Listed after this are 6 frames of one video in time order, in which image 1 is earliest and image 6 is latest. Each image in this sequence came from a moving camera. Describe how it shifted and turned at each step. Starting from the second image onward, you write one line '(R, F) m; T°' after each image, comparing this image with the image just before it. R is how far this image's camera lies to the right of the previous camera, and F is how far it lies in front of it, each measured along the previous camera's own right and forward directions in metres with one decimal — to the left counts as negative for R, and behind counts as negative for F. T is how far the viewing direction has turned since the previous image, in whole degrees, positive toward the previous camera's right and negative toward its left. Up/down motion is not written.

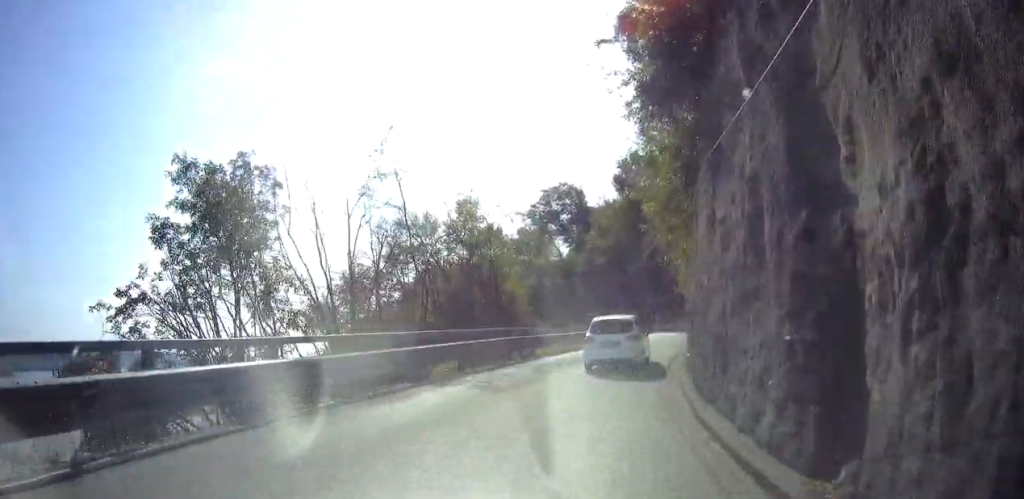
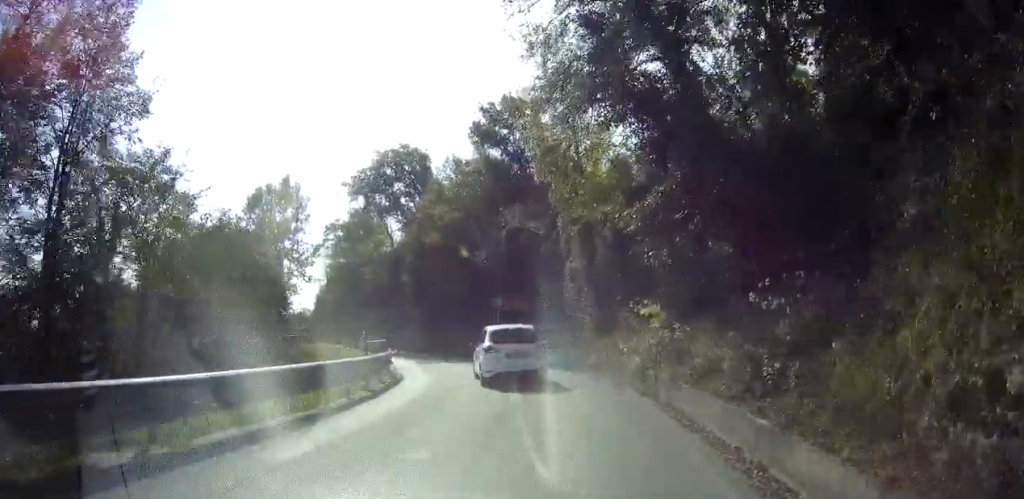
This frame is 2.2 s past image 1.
(+0.7, +19.8) m; +9°
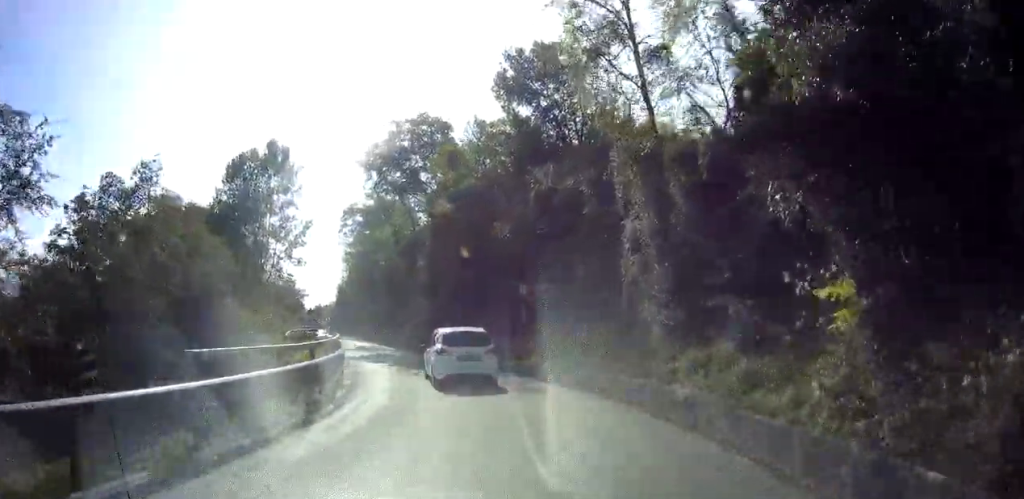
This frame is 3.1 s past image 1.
(+0.9, +8.5) m; +4°
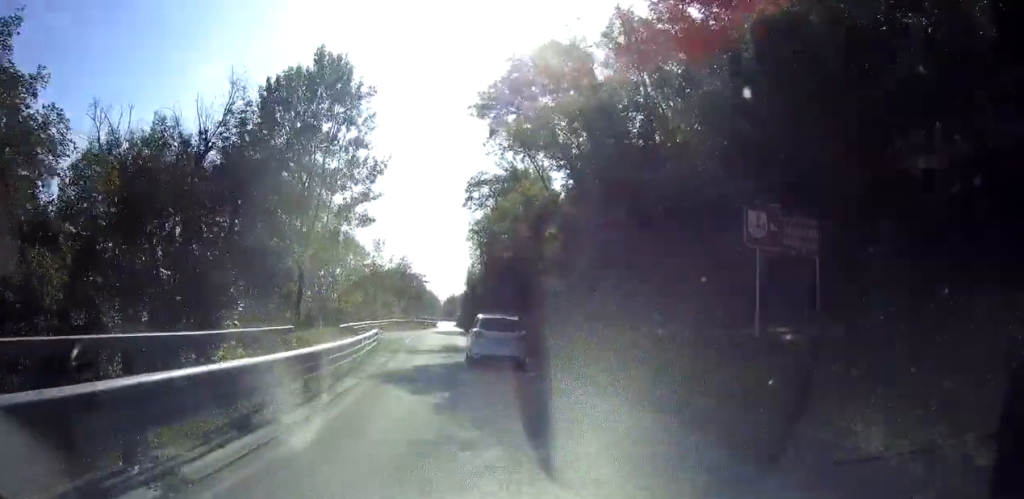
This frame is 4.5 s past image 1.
(-0.5, +12.6) m; -7°
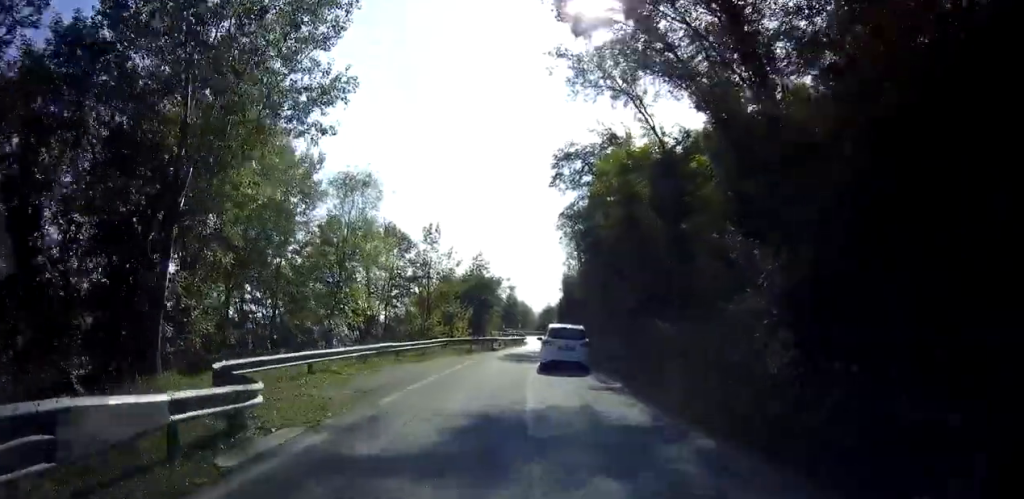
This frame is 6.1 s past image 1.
(-1.8, +14.1) m; -12°
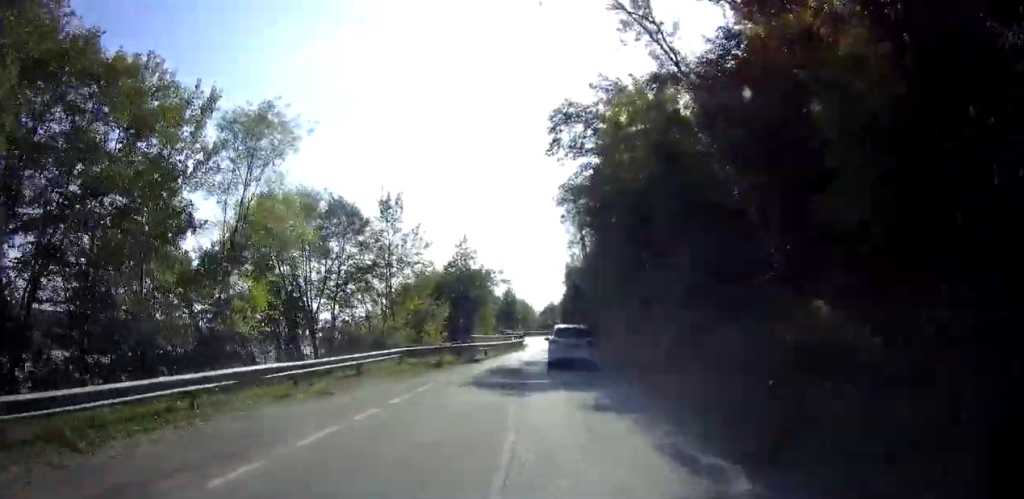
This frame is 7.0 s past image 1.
(0.0, +9.0) m; 0°
